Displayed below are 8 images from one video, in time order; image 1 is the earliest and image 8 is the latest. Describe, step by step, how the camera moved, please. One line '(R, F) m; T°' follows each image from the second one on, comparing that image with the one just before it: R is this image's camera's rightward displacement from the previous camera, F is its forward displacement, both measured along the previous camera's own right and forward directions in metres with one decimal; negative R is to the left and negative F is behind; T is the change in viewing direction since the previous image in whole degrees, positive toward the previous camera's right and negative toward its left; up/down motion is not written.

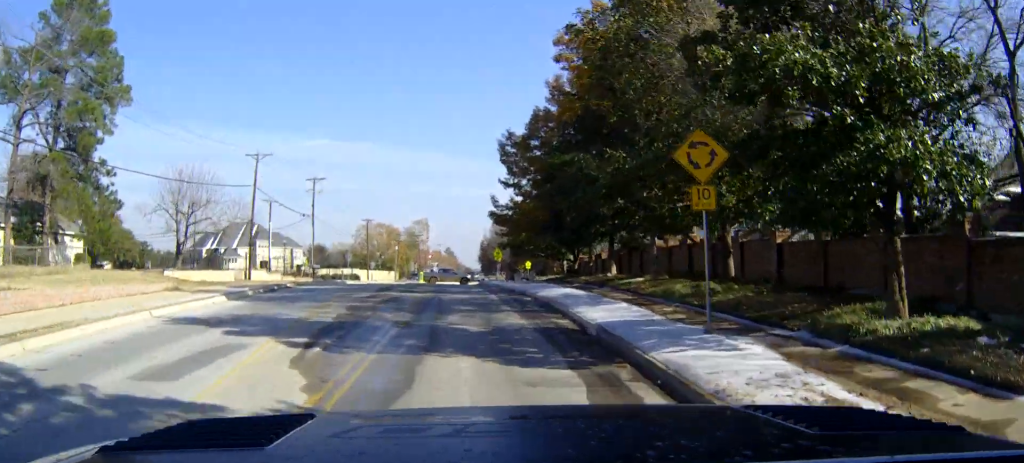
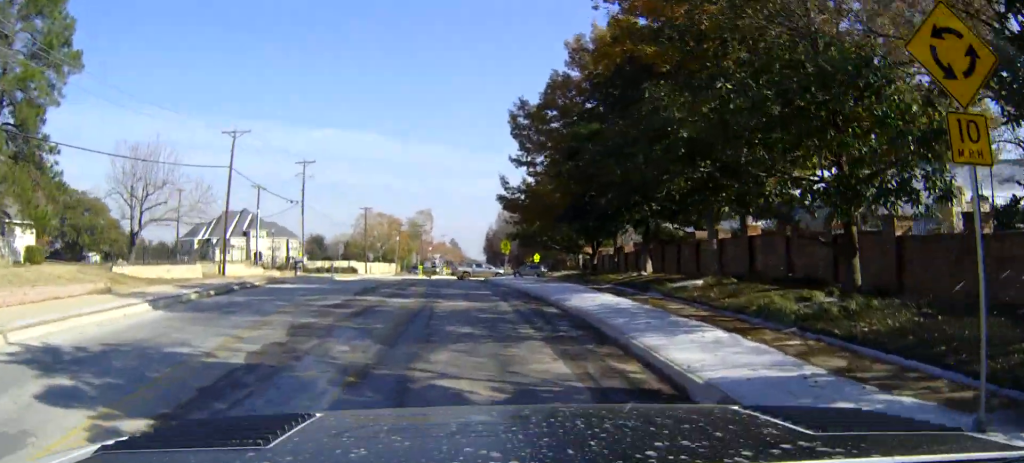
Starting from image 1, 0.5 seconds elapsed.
(0.0, +7.2) m; 0°
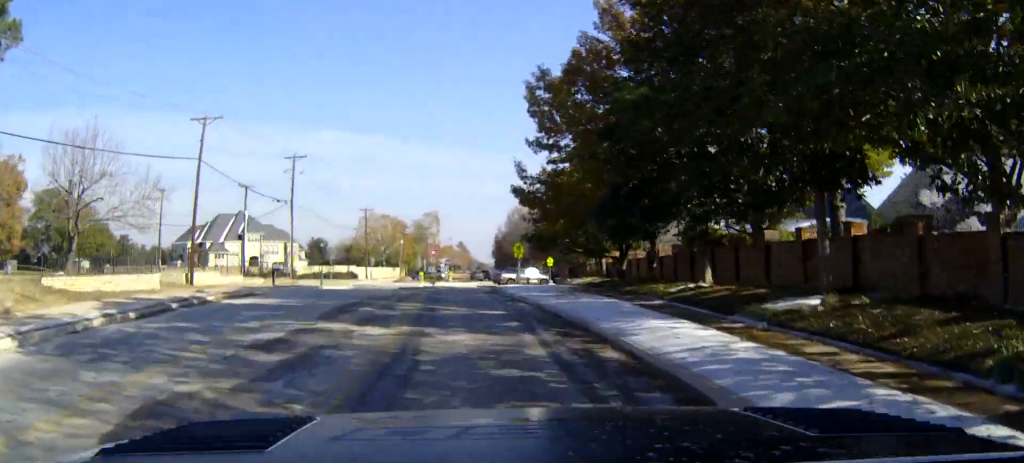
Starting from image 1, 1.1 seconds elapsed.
(0.0, +7.5) m; 0°
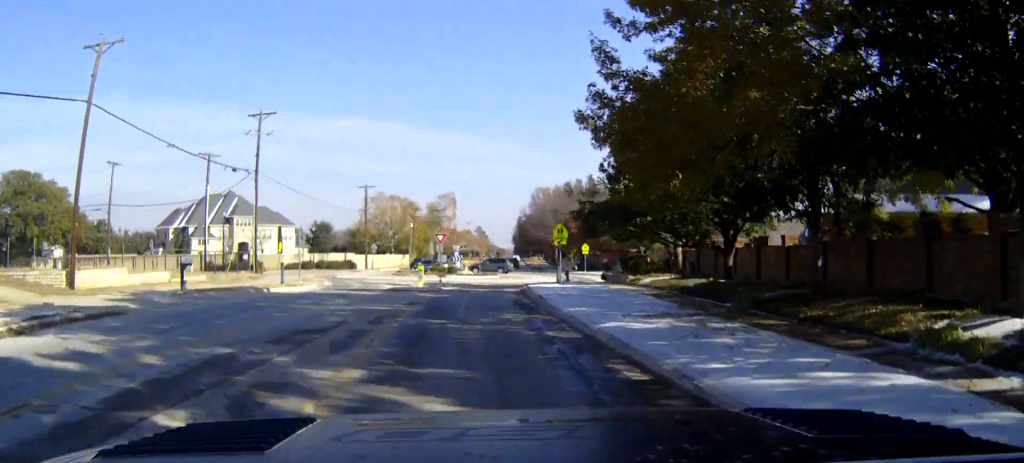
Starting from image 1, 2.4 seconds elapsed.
(-0.1, +16.6) m; -1°
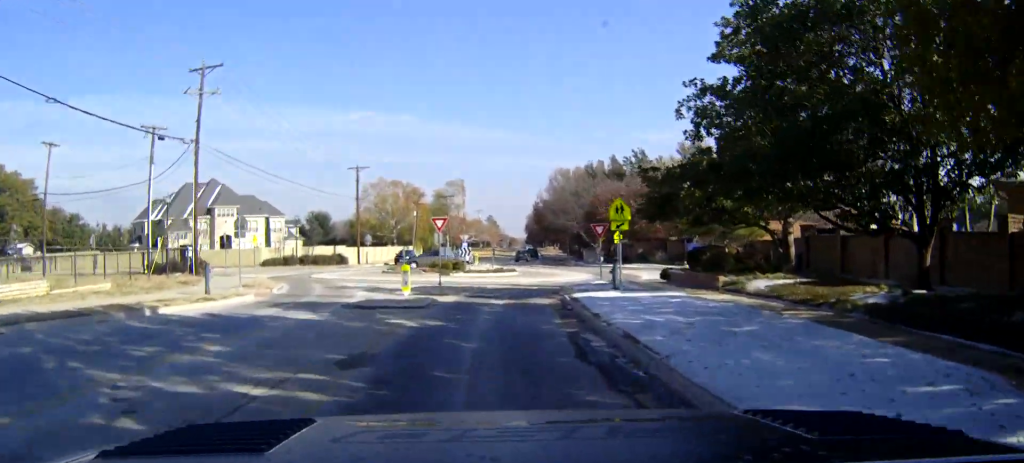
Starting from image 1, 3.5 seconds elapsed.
(-0.1, +14.1) m; -1°
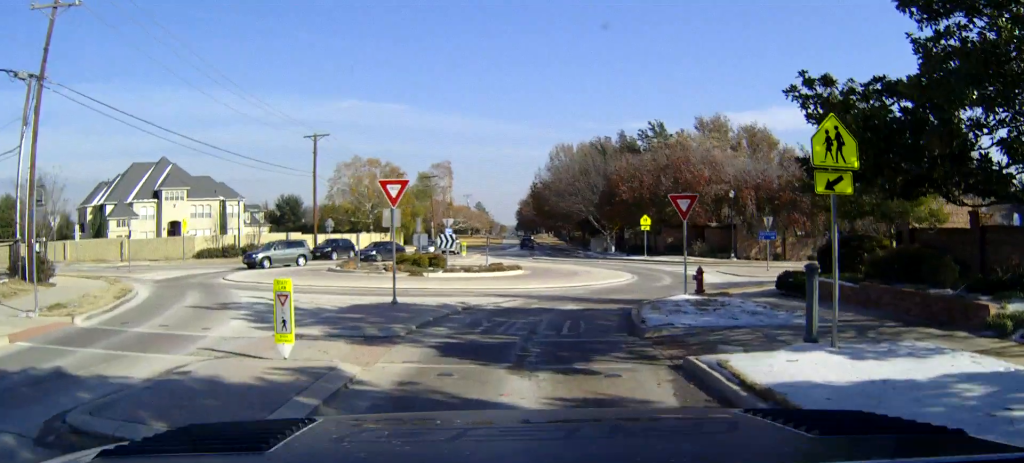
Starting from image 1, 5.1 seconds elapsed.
(-0.1, +17.1) m; +1°
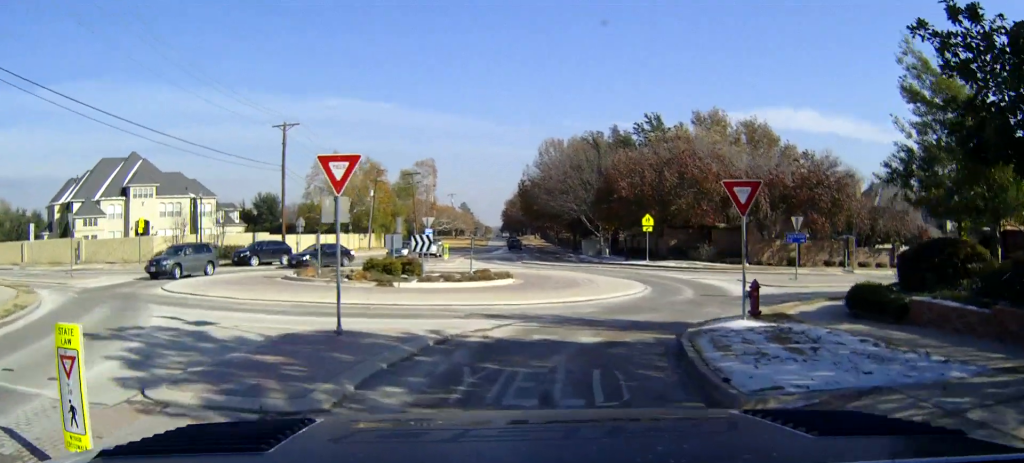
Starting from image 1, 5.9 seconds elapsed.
(+0.1, +6.4) m; +1°
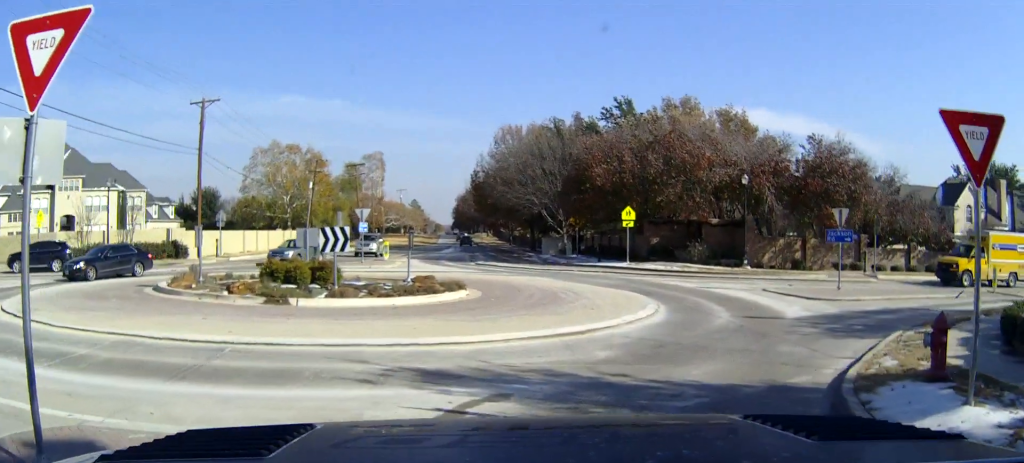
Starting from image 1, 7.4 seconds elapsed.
(+0.2, +10.5) m; +4°
